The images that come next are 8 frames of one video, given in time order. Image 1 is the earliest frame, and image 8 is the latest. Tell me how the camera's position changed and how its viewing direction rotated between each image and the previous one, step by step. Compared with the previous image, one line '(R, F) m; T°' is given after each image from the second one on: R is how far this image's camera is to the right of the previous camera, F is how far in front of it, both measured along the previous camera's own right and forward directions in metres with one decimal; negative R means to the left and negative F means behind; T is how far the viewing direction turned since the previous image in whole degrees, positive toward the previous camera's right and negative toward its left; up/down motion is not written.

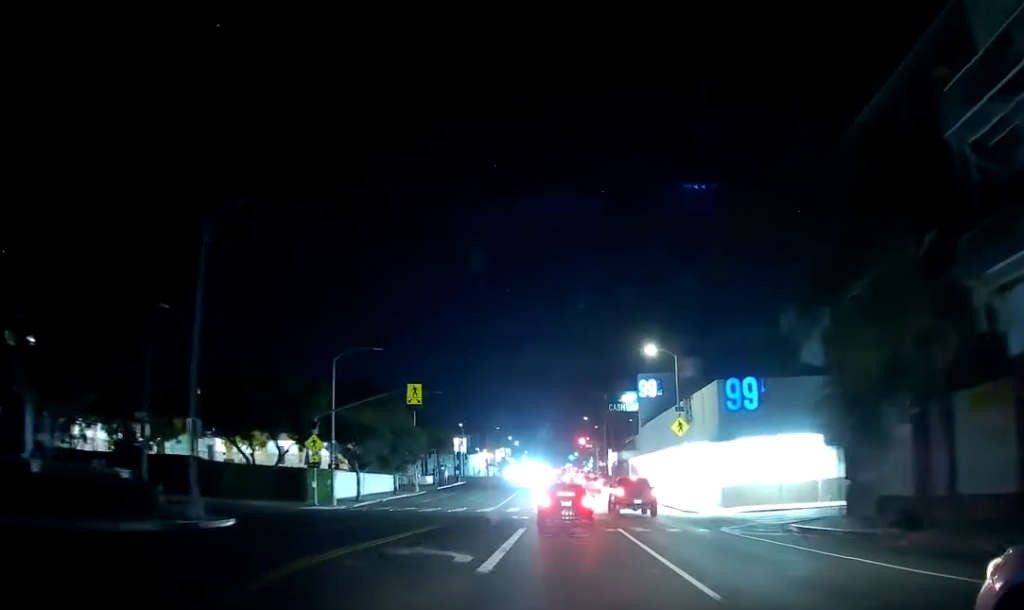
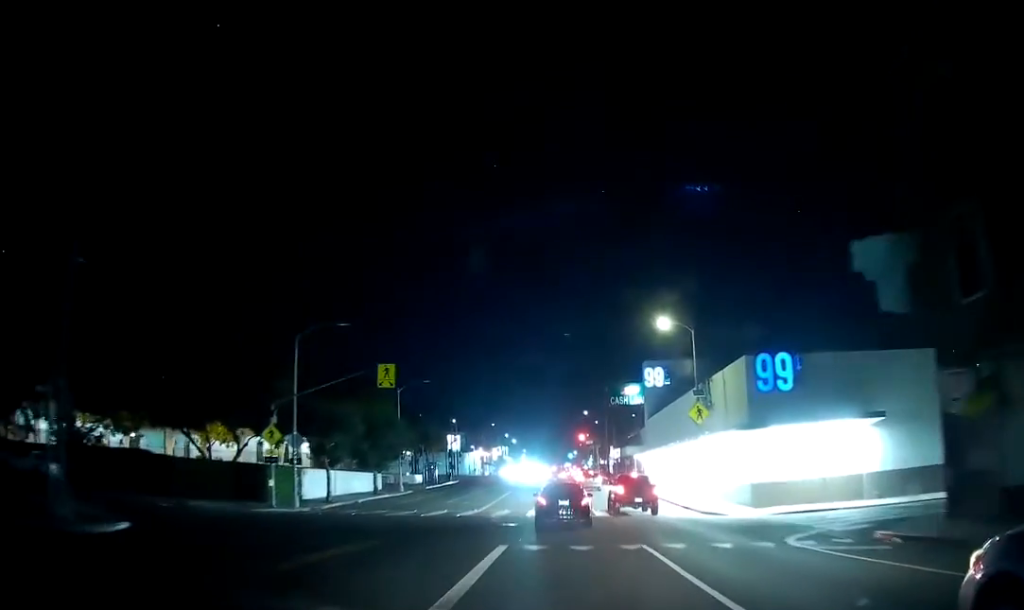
(+0.1, +7.1) m; -1°
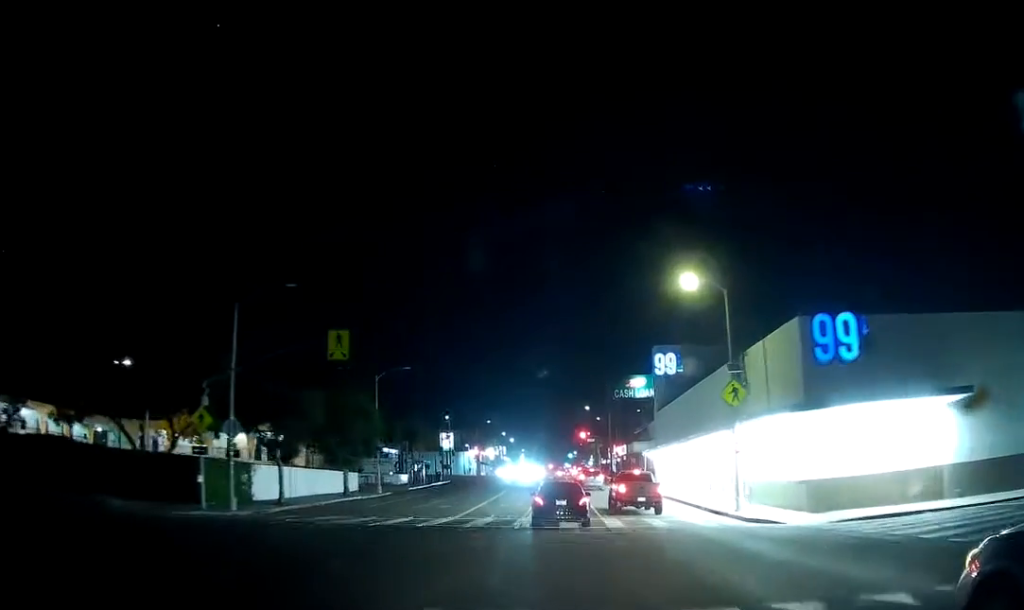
(-0.3, +9.1) m; -5°
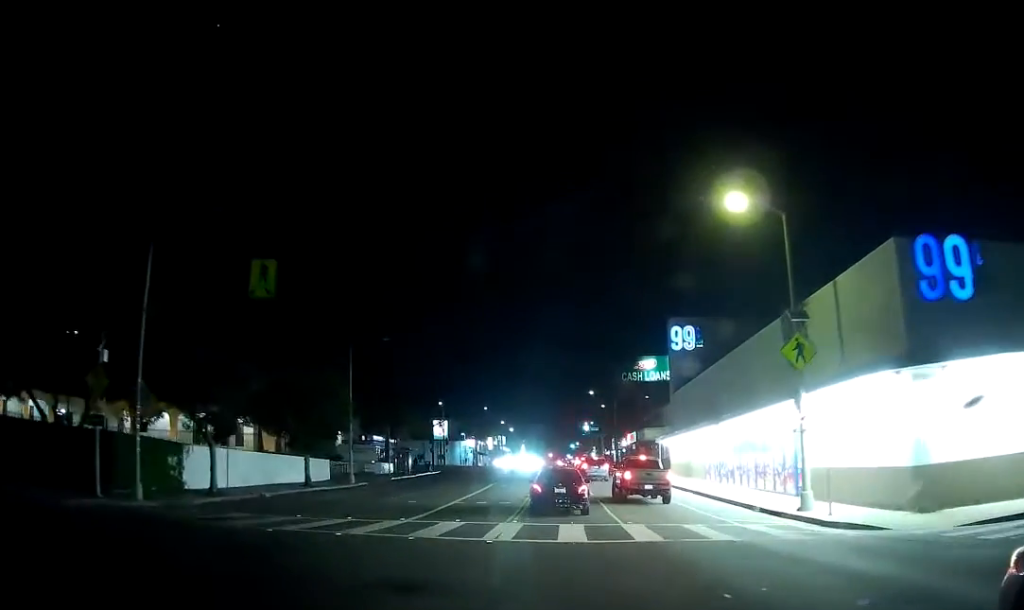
(-0.6, +8.6) m; 0°
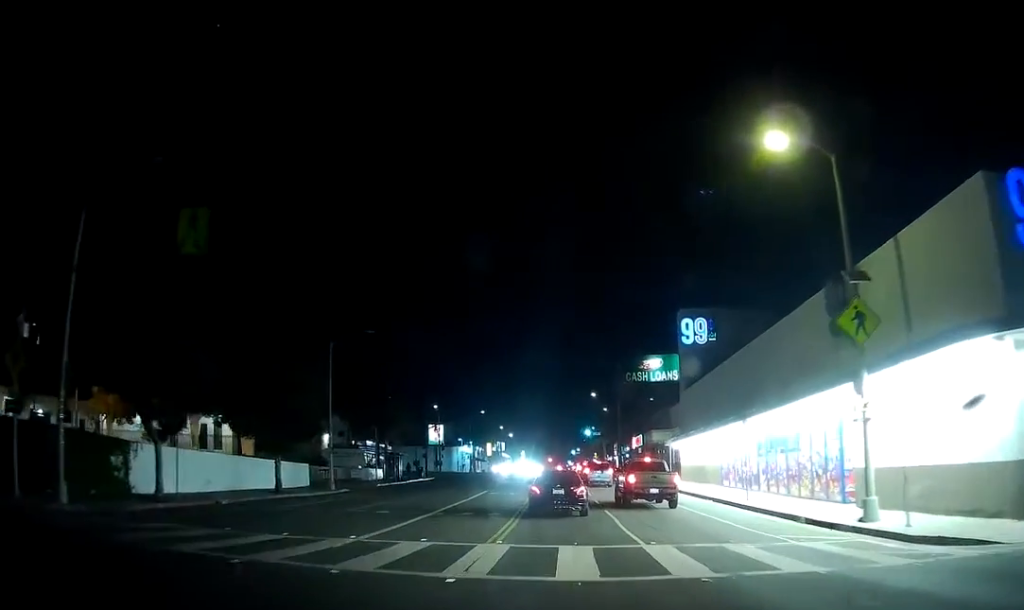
(+0.1, +4.8) m; +1°
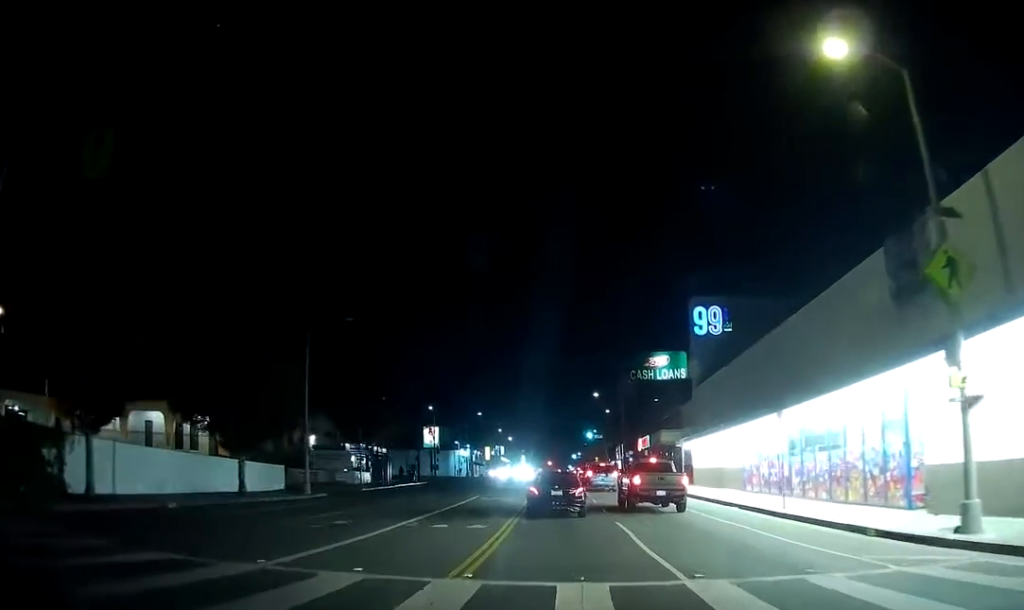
(+0.2, +5.1) m; +2°
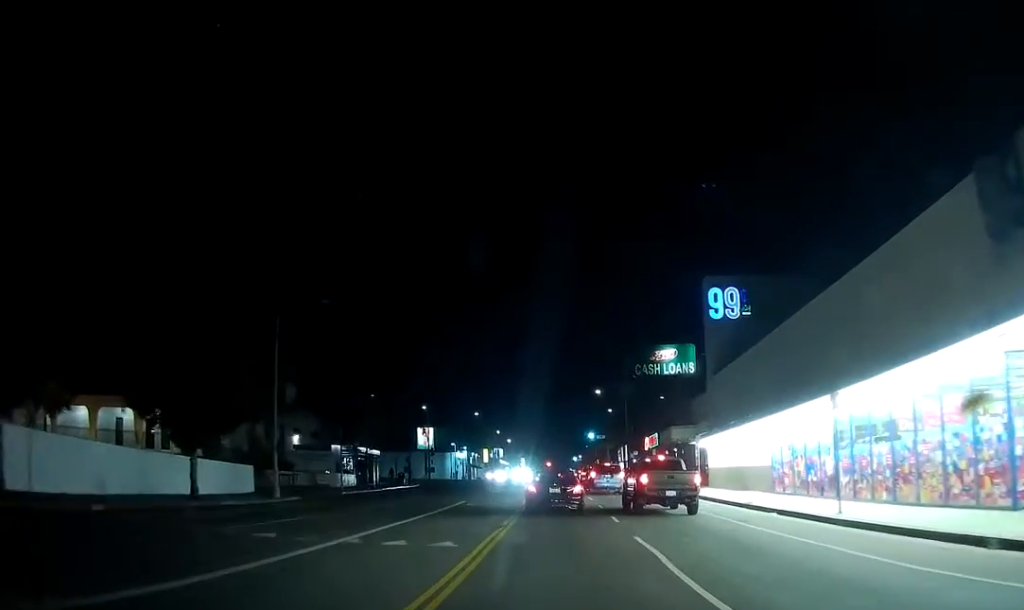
(+0.1, +5.0) m; +1°
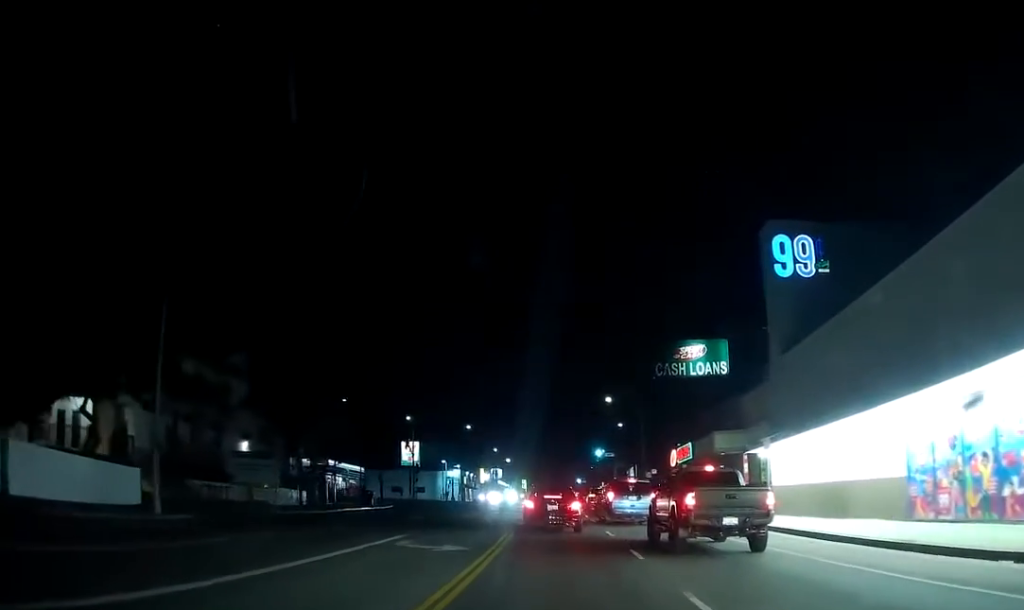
(0.0, +13.2) m; 0°
